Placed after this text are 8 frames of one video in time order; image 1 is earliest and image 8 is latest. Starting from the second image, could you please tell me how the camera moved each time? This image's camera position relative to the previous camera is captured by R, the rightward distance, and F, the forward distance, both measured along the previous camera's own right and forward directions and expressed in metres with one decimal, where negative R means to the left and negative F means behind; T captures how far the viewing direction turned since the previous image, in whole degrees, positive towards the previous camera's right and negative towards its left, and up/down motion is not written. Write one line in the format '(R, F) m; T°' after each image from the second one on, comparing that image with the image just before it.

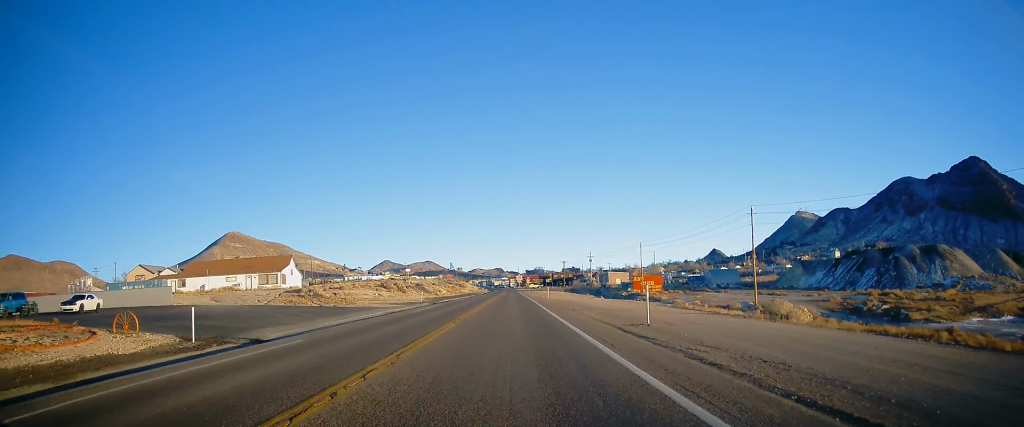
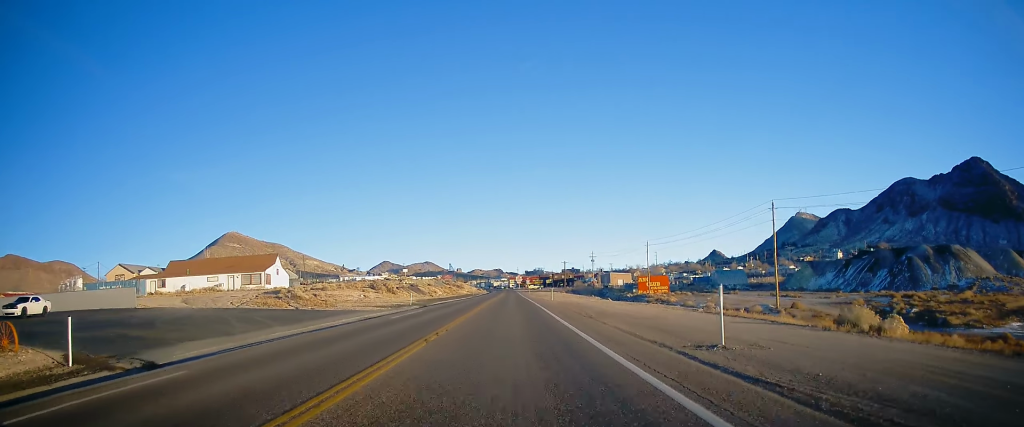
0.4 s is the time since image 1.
(0.0, +6.5) m; 0°
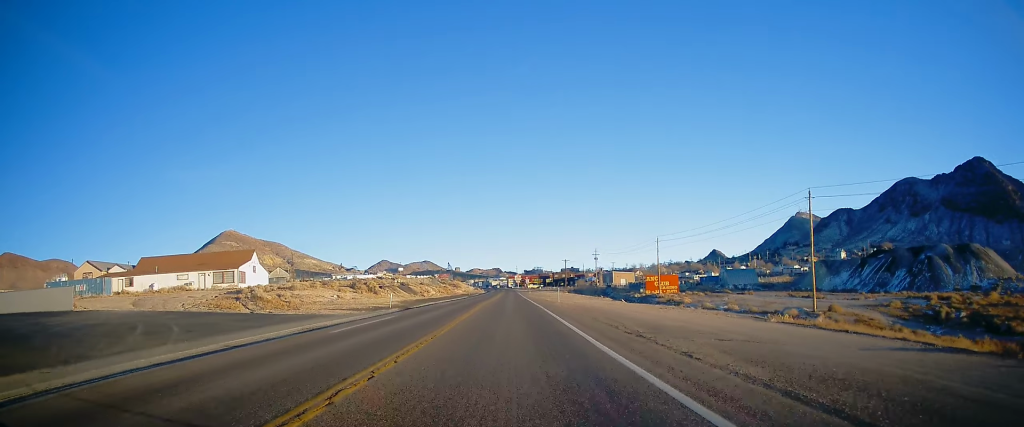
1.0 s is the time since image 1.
(-0.1, +9.2) m; 0°
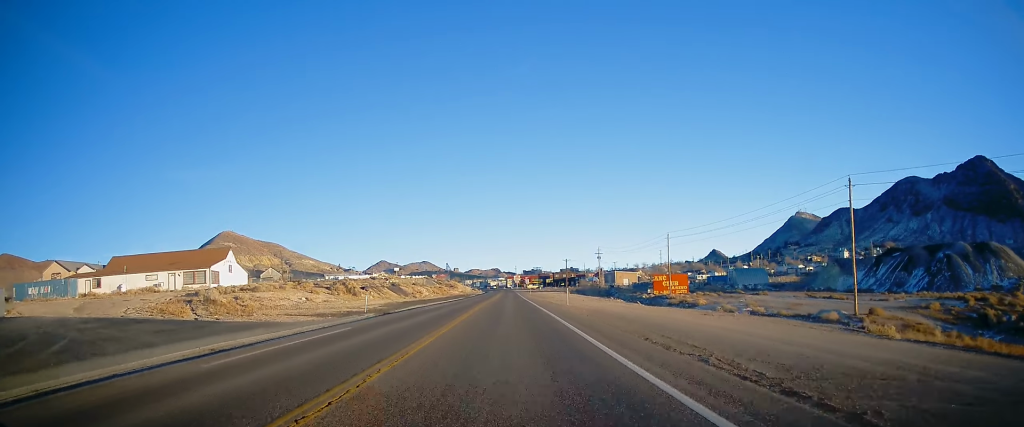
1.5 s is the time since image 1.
(-0.1, +8.1) m; 0°
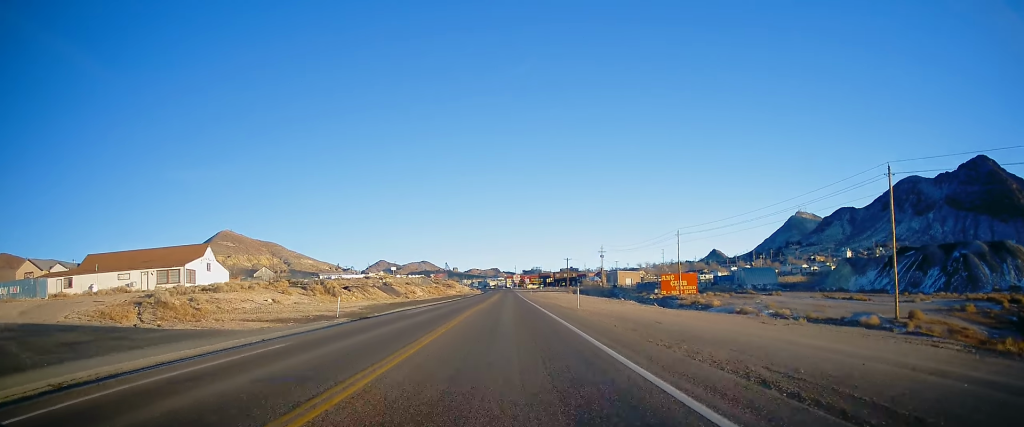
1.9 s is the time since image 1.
(0.0, +6.4) m; 0°
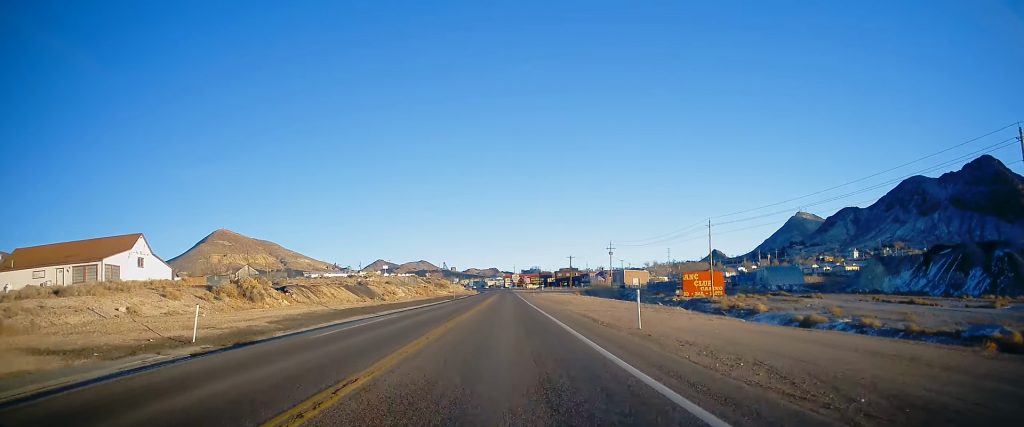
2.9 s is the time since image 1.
(0.0, +15.9) m; -1°
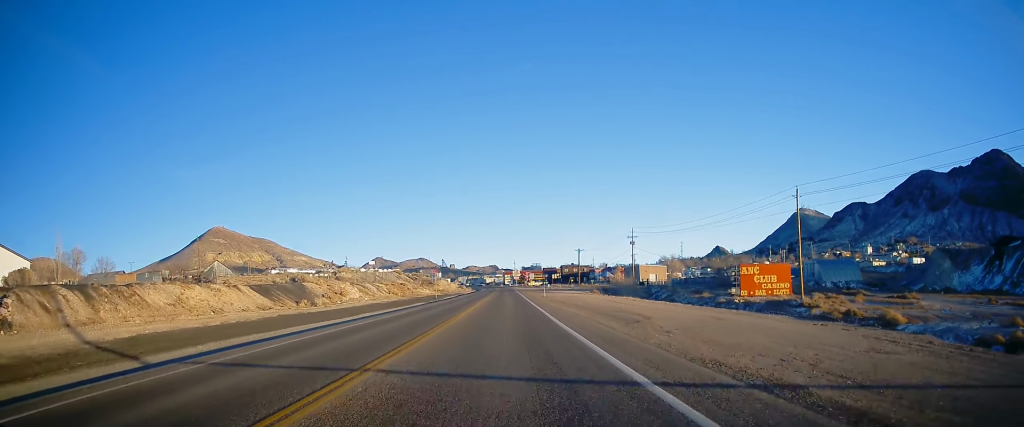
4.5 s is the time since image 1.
(+0.1, +25.9) m; +2°
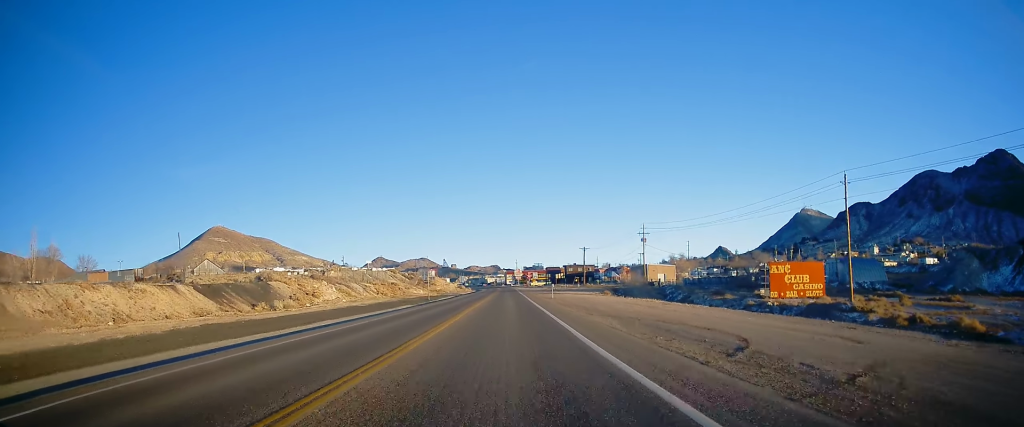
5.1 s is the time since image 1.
(+0.1, +8.6) m; -1°
